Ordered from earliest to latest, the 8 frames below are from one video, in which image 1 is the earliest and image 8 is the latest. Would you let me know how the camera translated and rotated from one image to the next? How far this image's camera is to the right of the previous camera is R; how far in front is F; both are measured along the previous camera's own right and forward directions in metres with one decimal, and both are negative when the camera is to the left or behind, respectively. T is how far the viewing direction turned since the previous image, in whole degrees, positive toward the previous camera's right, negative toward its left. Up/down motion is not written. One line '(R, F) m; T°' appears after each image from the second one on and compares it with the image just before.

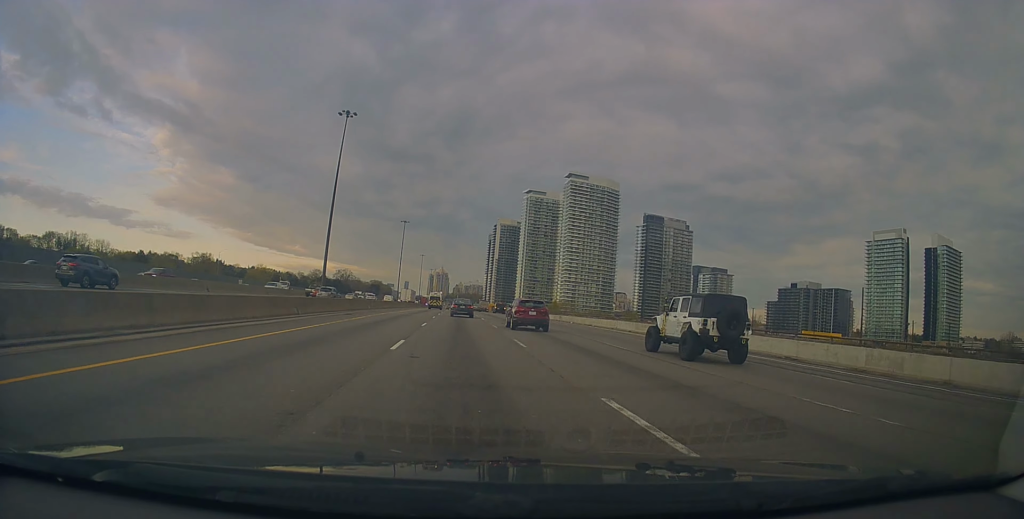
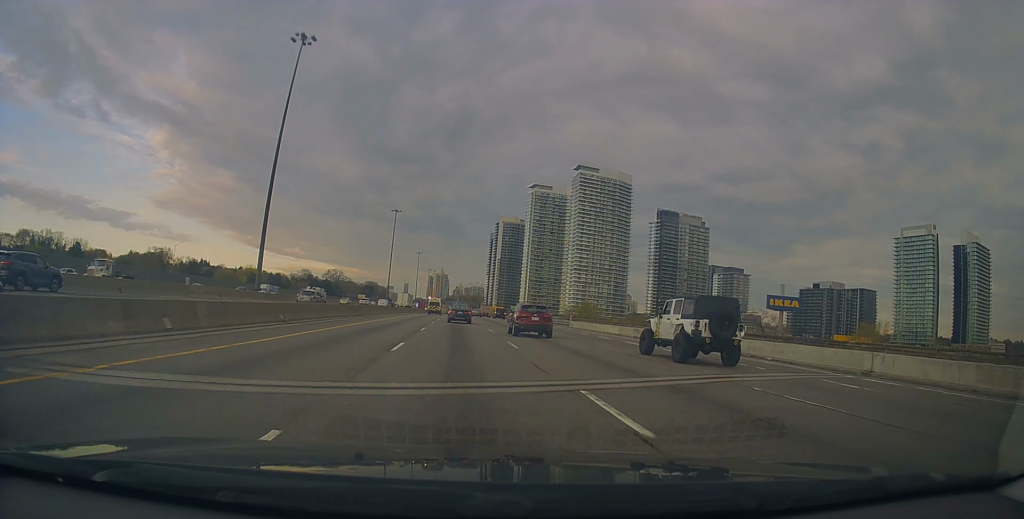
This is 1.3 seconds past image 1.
(+0.1, +35.5) m; +1°
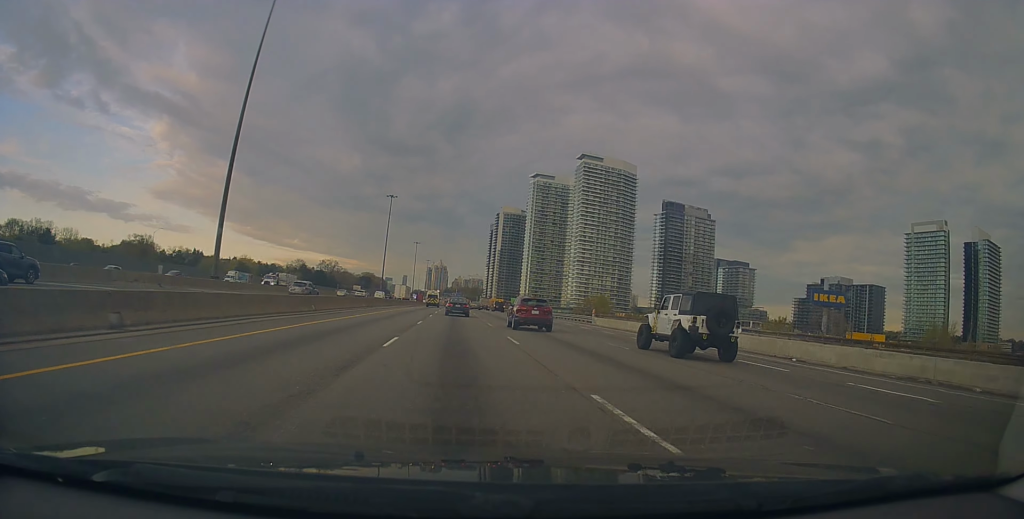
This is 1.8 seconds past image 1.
(+0.6, +13.3) m; 0°
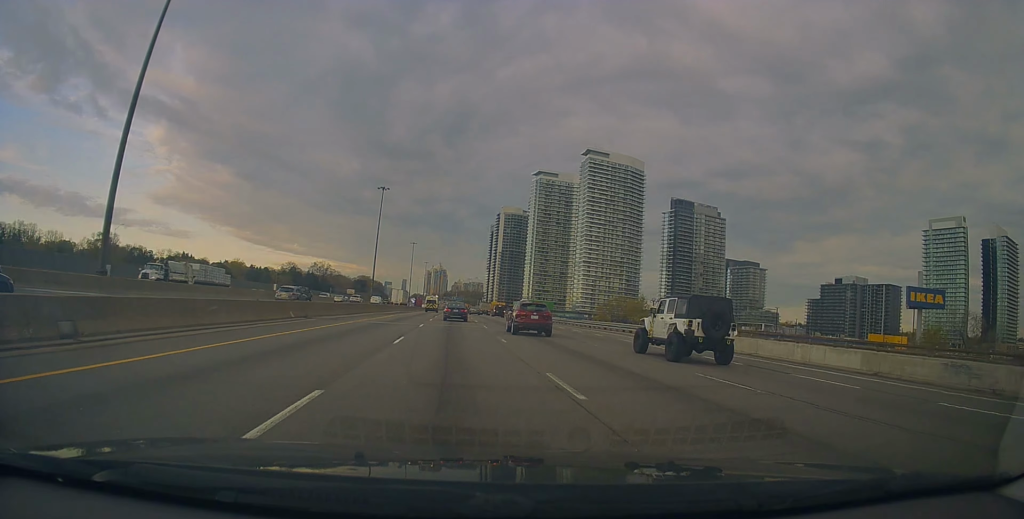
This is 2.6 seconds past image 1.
(-0.8, +21.1) m; -2°
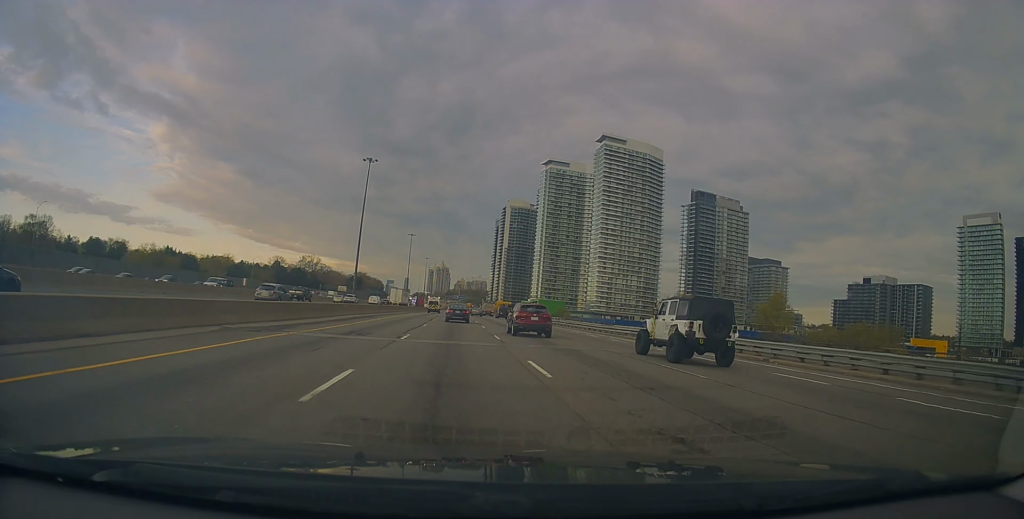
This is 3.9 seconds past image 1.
(+0.1, +34.5) m; +2°
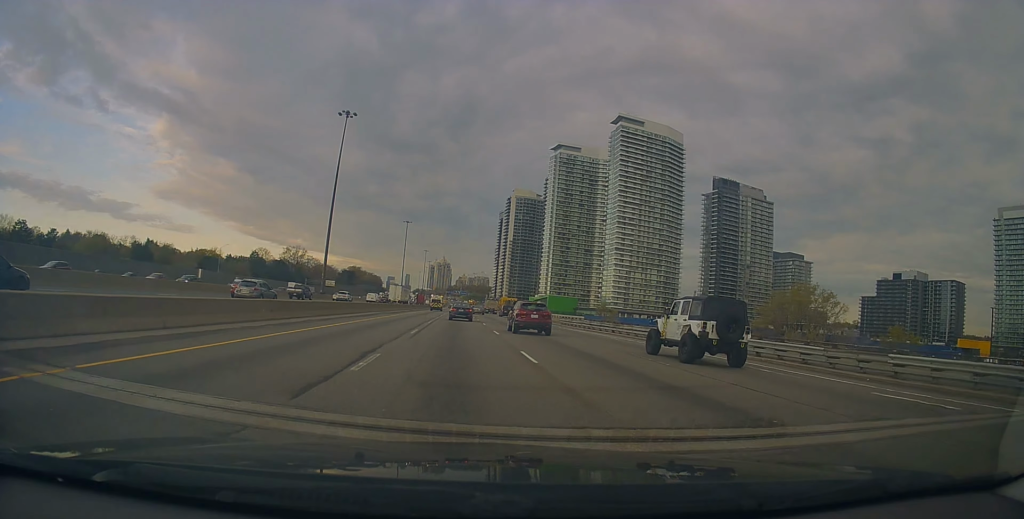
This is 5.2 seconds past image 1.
(+0.4, +34.0) m; -1°
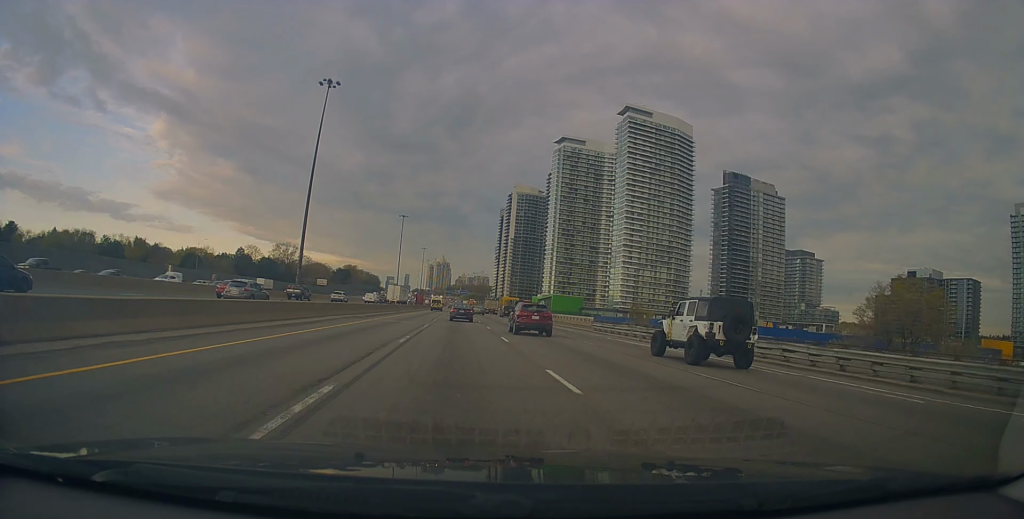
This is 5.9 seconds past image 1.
(-0.4, +16.2) m; -1°
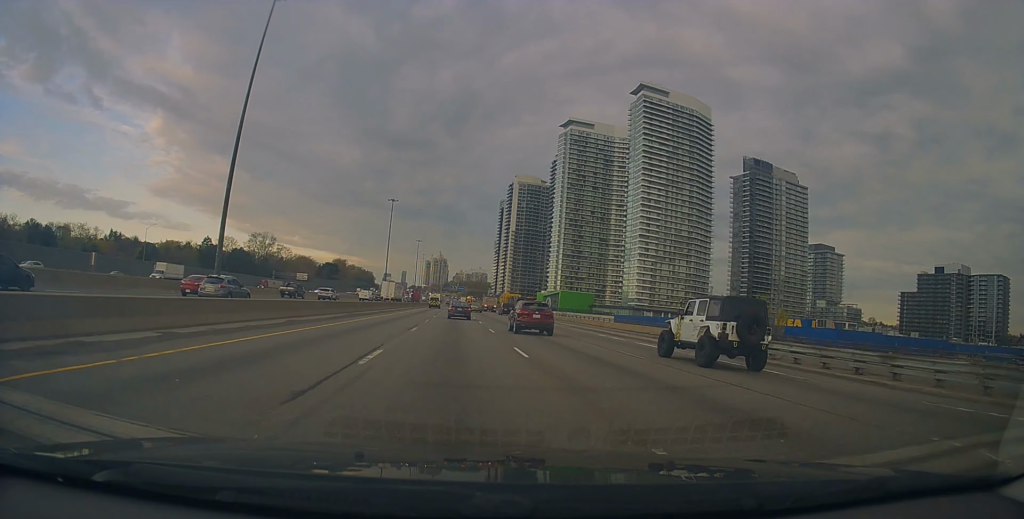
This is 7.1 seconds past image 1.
(+0.3, +31.2) m; +1°
